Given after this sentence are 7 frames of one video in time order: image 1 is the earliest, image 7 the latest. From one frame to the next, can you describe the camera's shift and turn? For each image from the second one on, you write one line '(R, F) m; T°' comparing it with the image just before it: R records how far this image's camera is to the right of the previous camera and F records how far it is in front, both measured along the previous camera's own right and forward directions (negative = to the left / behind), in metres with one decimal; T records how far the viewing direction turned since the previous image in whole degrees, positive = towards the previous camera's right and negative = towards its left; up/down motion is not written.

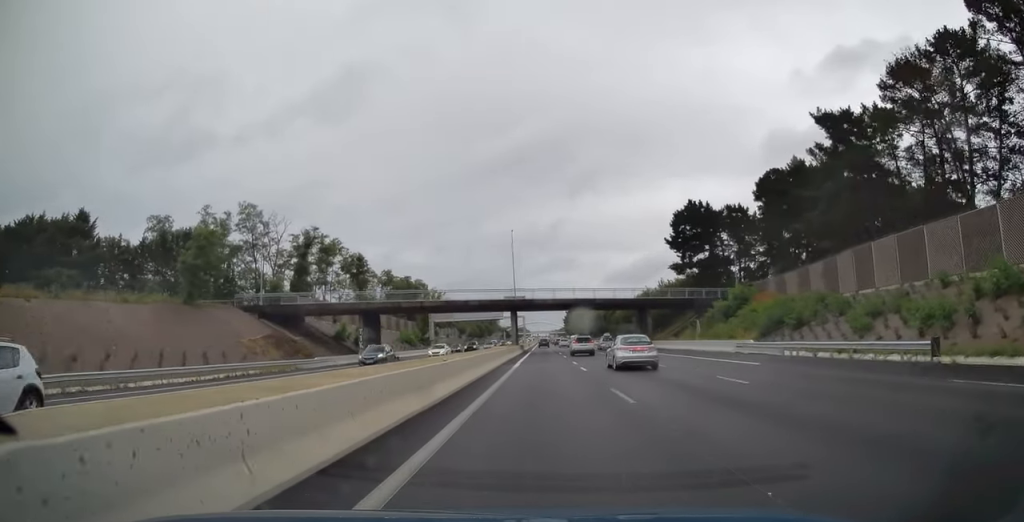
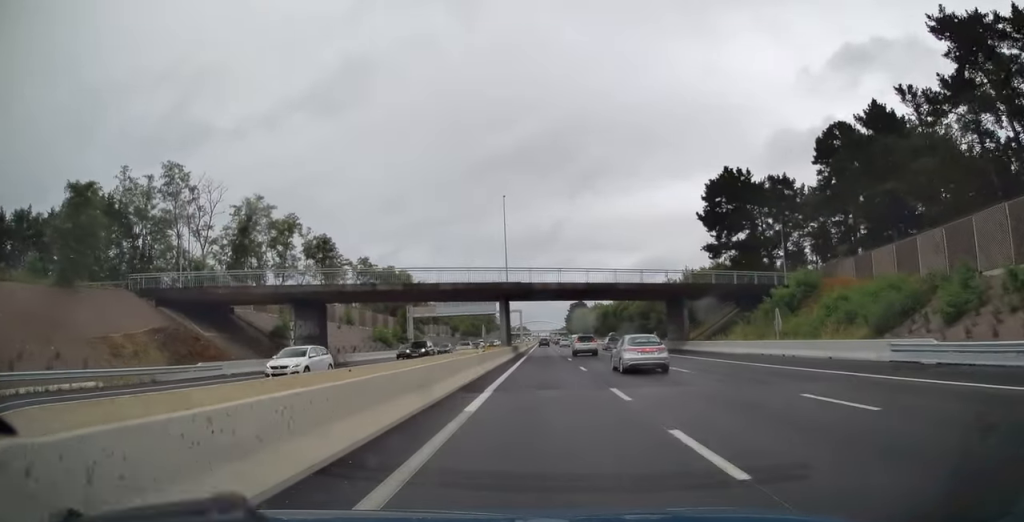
(+0.1, +19.6) m; 0°
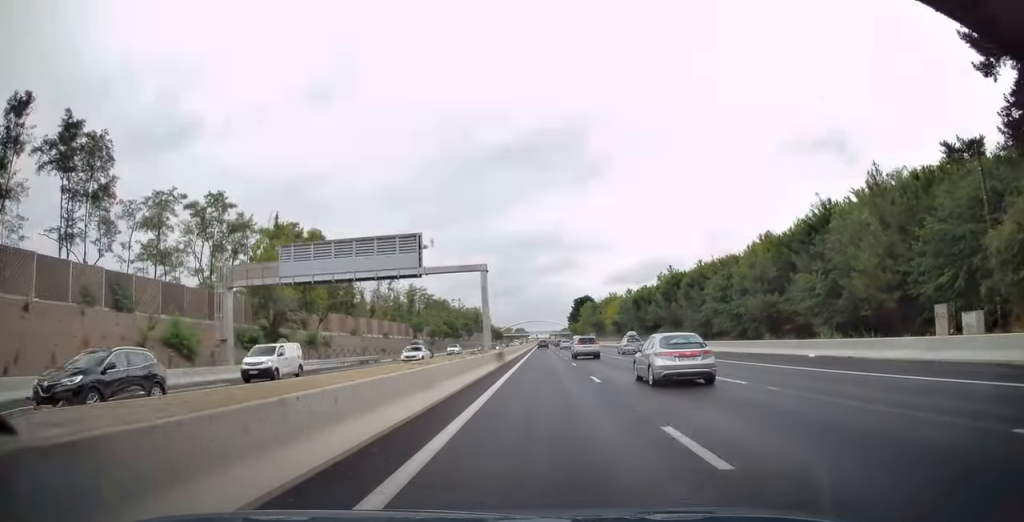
(0.0, +58.6) m; 0°
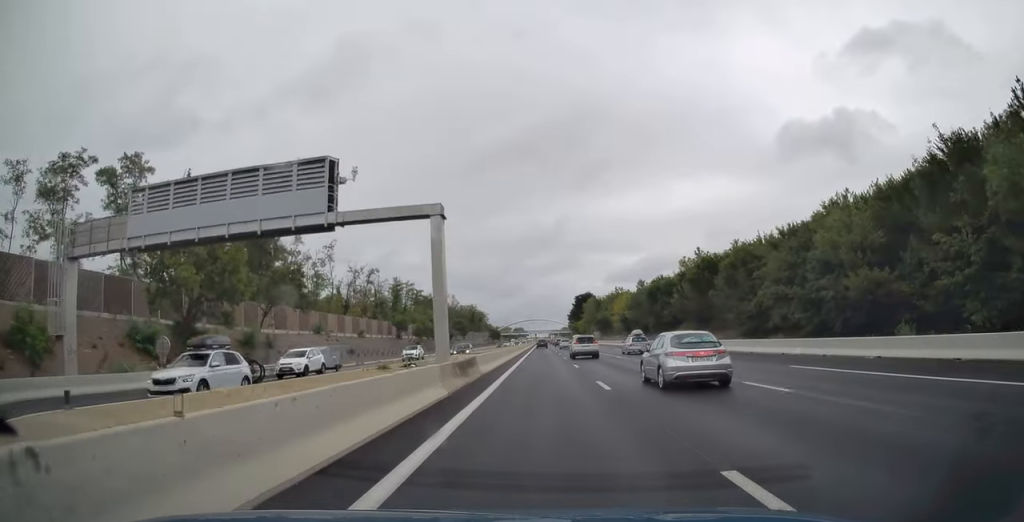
(0.0, +16.1) m; 0°
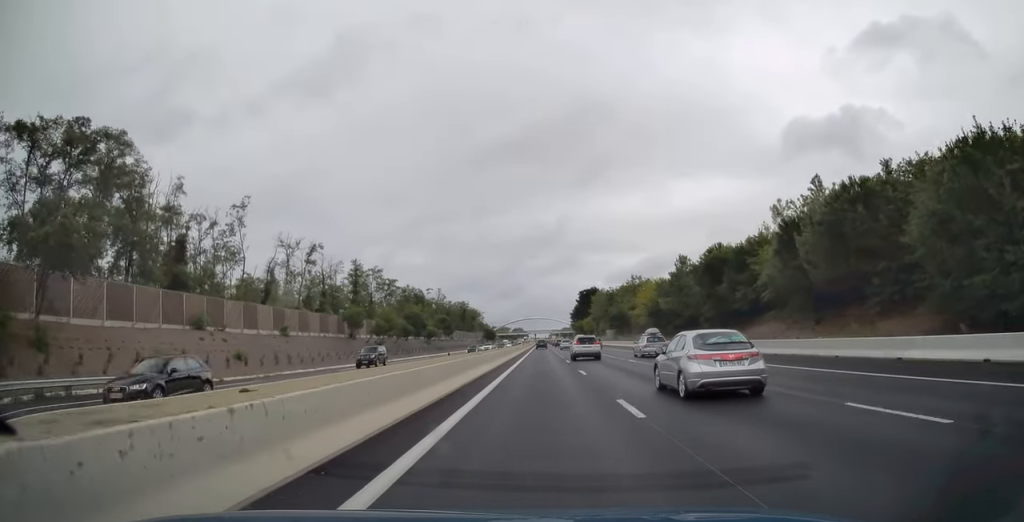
(0.0, +31.7) m; 0°
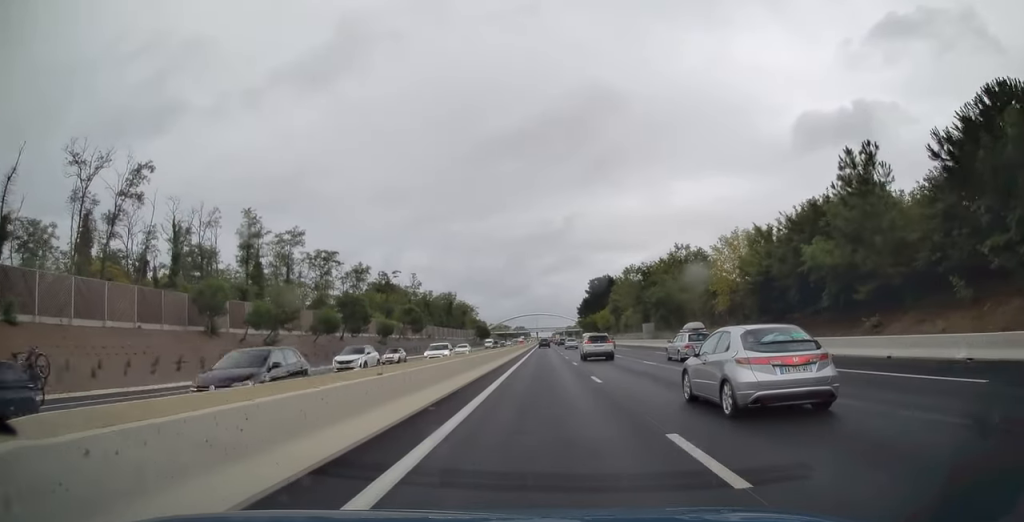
(-0.1, +44.1) m; 0°
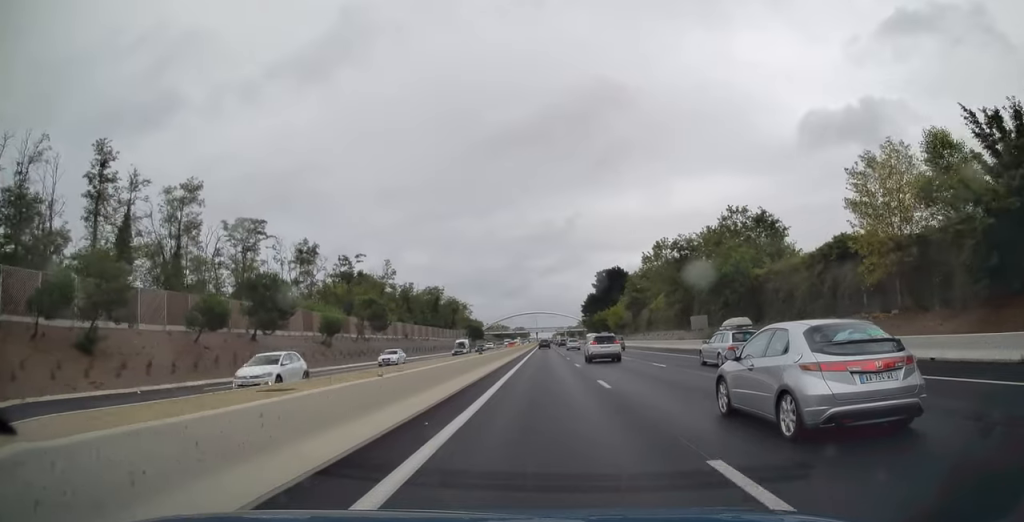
(0.0, +27.8) m; 0°
